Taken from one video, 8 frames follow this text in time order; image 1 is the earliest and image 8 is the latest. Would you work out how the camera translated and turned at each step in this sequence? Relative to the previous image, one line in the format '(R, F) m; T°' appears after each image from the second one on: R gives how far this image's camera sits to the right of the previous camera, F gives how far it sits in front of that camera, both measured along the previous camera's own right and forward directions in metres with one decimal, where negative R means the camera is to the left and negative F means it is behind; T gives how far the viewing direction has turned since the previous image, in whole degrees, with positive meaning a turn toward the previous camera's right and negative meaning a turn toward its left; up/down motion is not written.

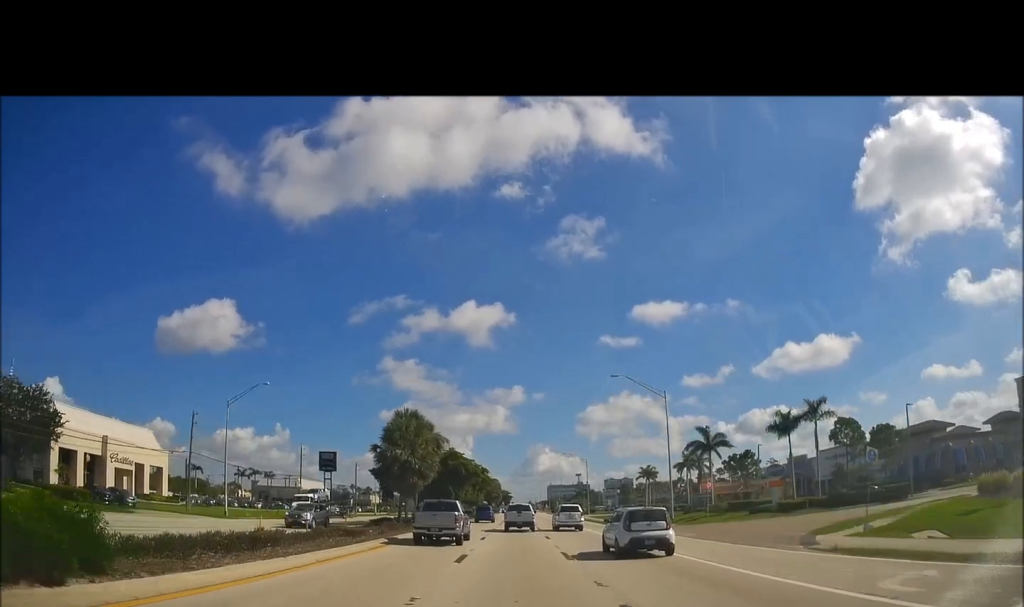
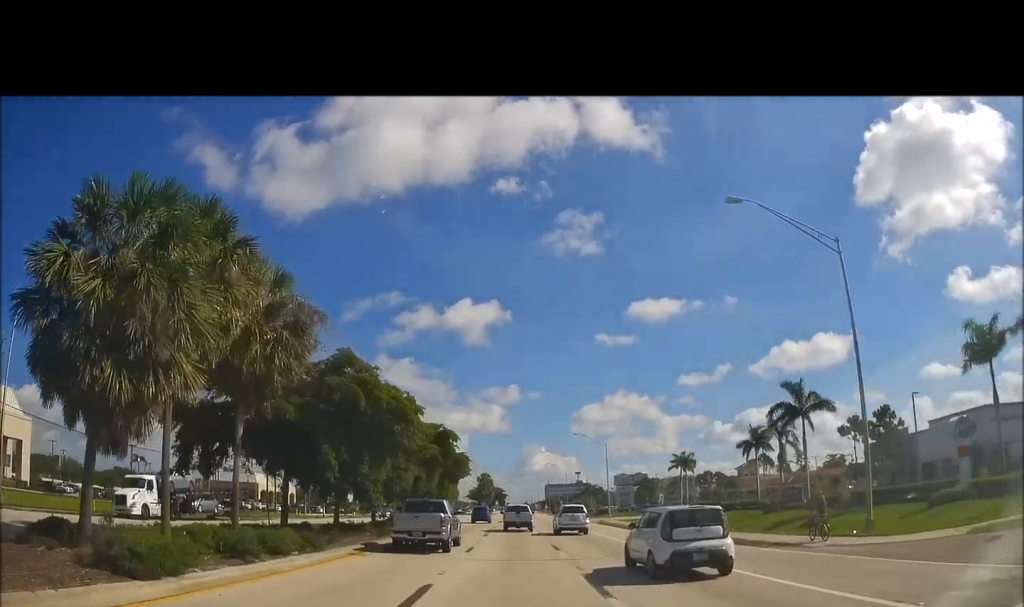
(0.0, +33.1) m; 0°
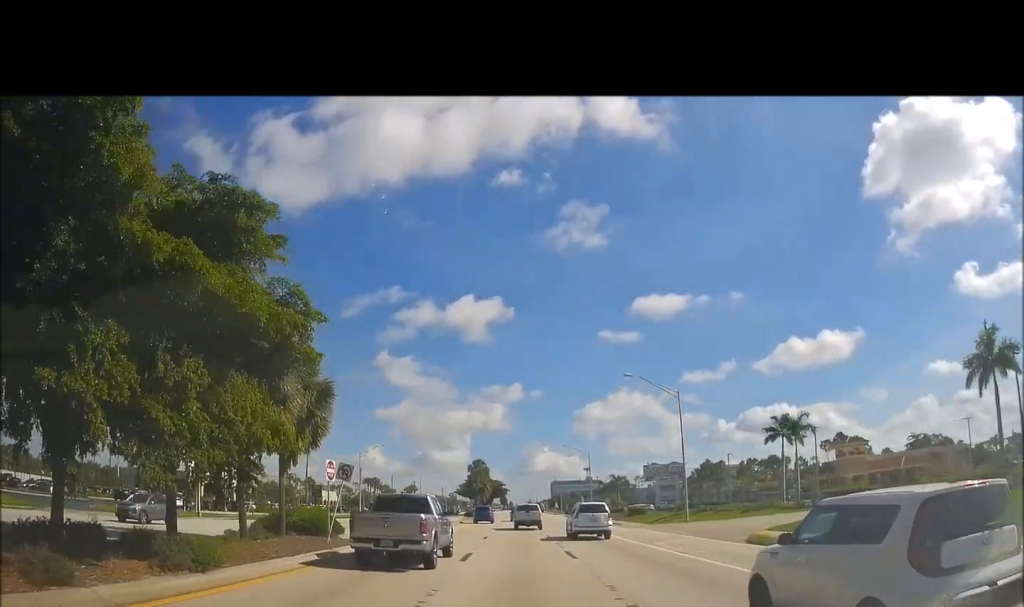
(0.0, +41.5) m; 0°
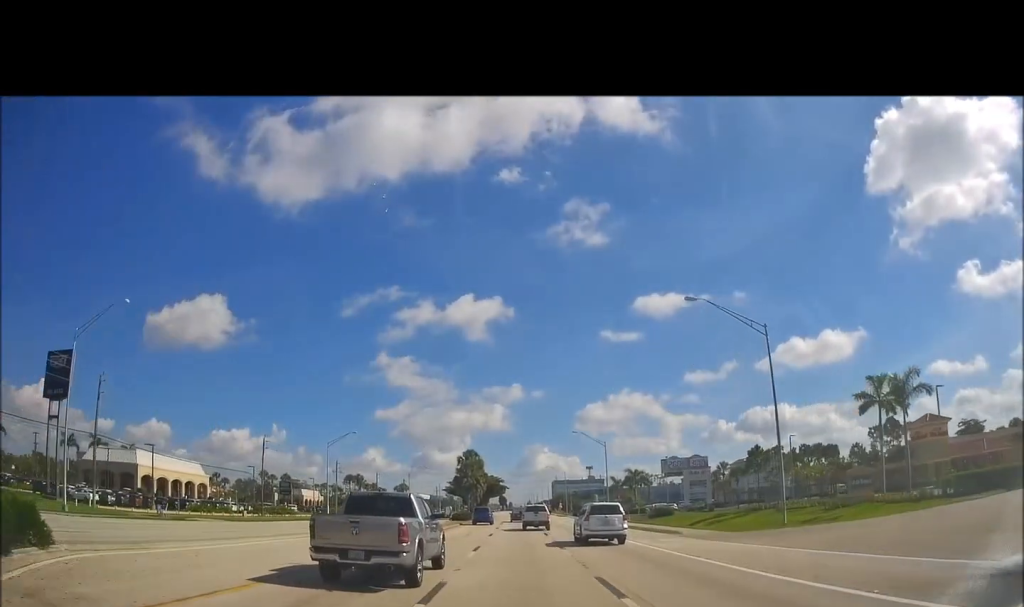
(0.0, +20.1) m; +1°
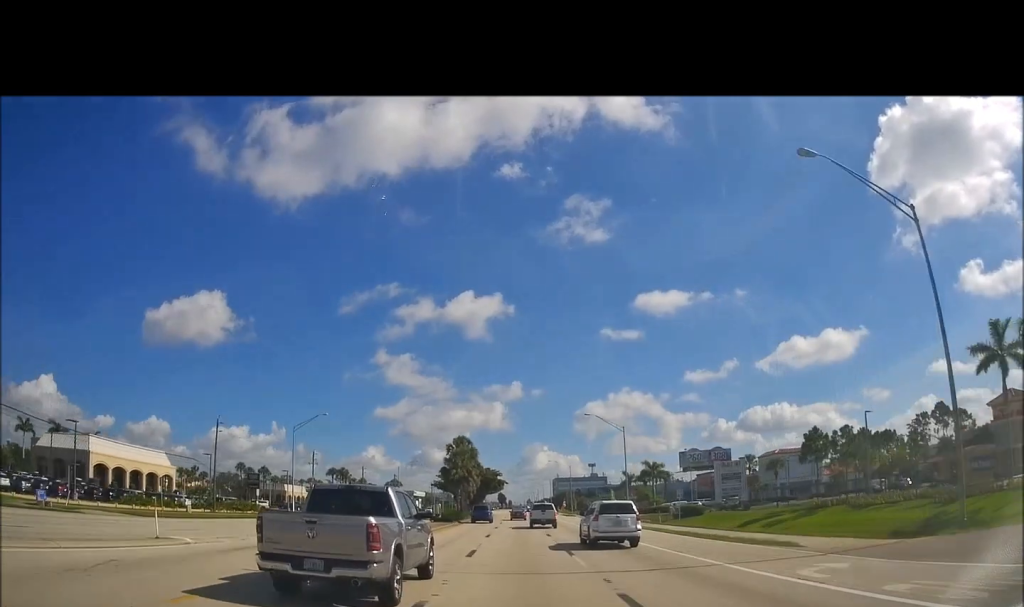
(+0.1, +15.4) m; 0°
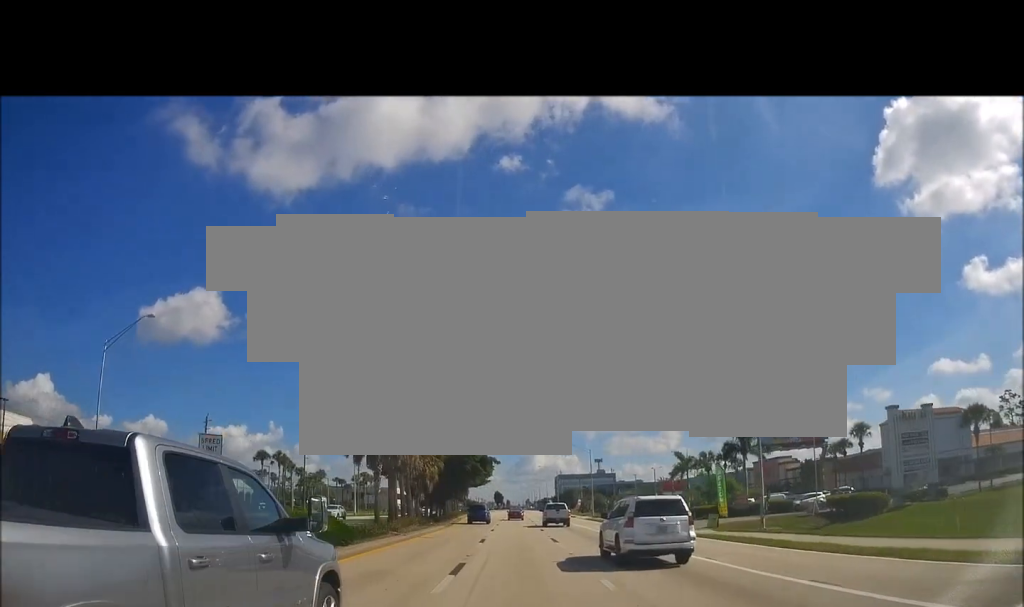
(-0.1, +41.6) m; -1°
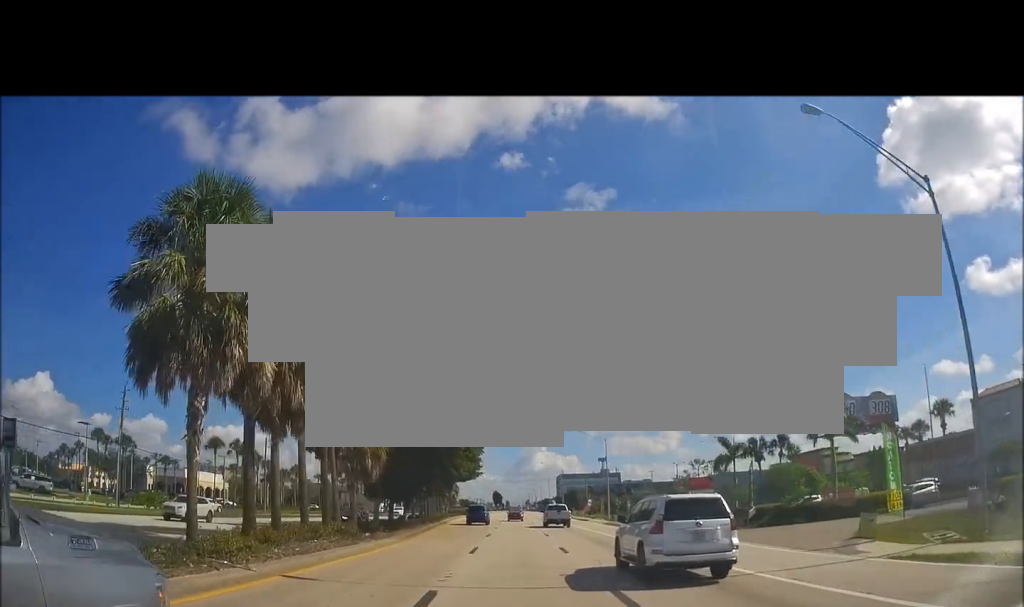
(0.0, +18.0) m; +1°
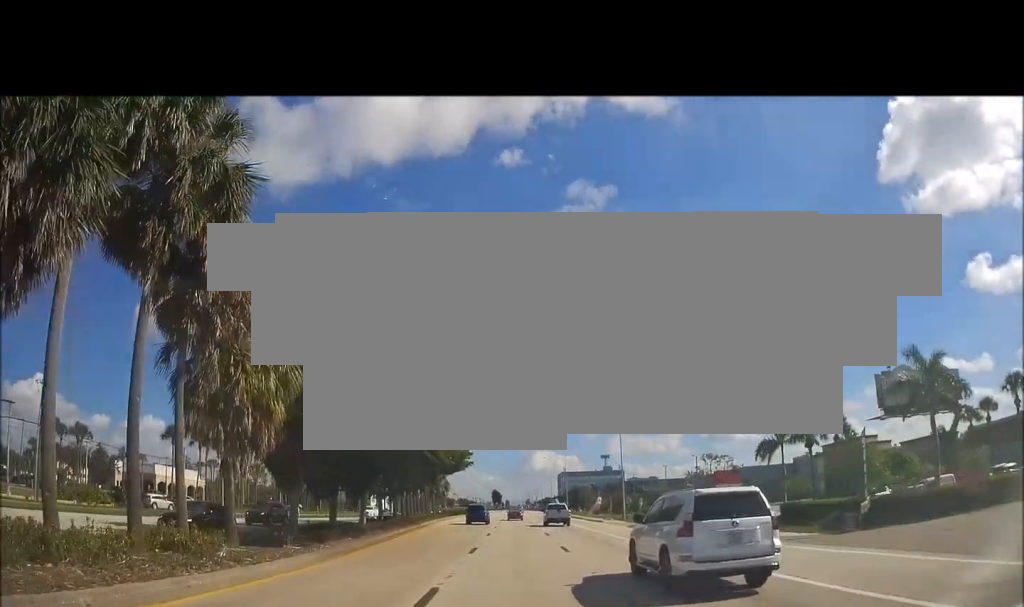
(+0.1, +12.3) m; 0°
